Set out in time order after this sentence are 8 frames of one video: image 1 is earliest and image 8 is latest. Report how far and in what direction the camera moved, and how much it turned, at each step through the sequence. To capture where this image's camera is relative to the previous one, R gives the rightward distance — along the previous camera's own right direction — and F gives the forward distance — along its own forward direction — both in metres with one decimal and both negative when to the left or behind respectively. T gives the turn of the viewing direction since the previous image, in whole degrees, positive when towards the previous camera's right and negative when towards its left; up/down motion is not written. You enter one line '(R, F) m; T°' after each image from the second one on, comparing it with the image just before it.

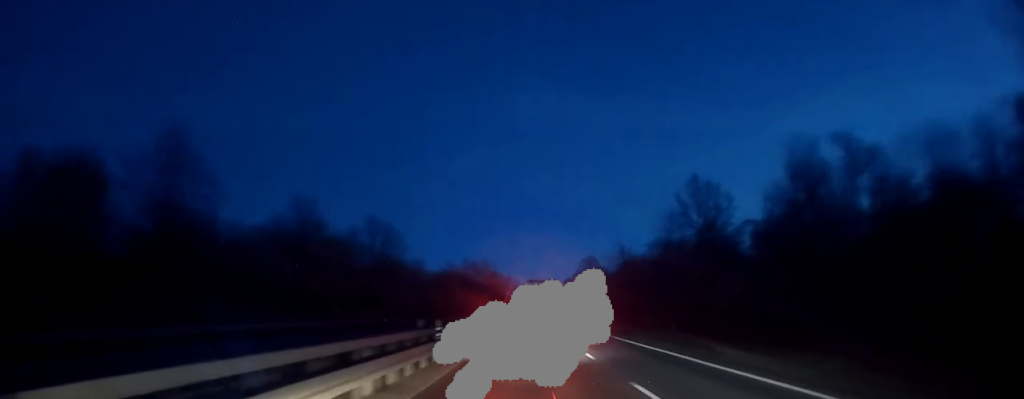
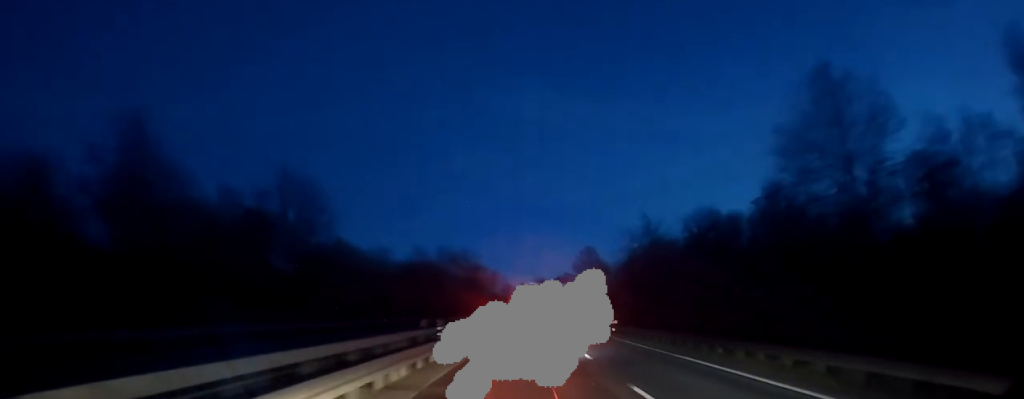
(+0.6, +23.8) m; +2°
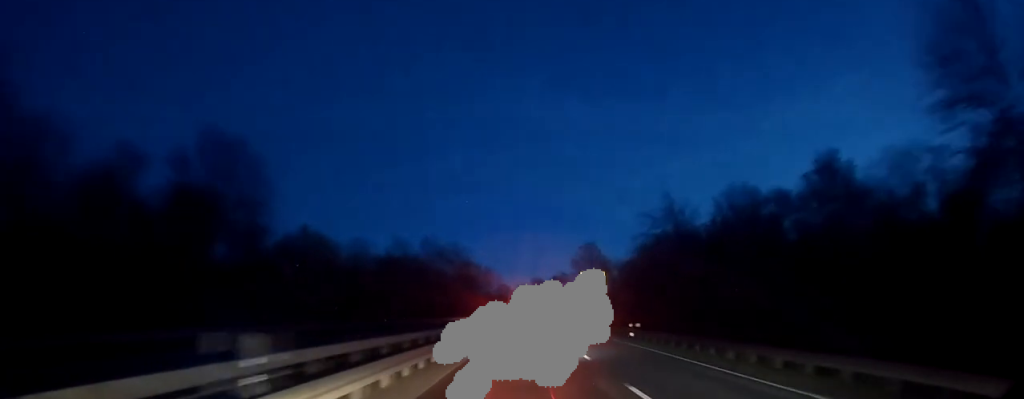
(+0.1, +11.2) m; 0°
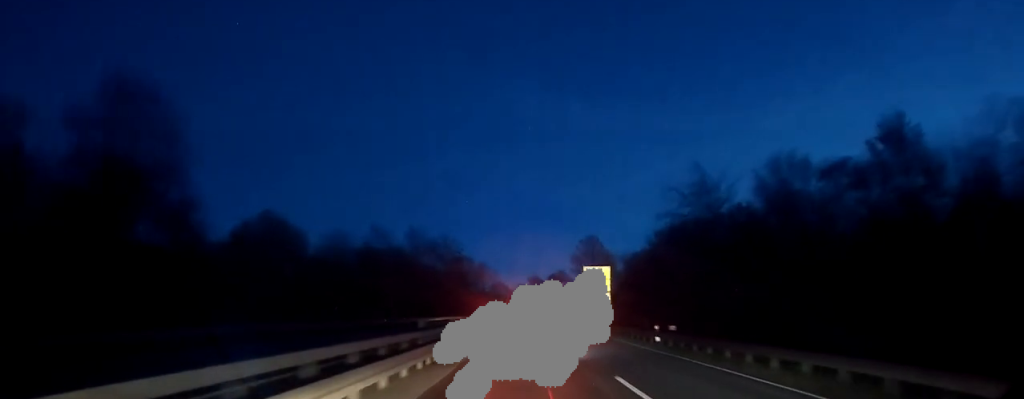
(-0.2, +9.9) m; 0°
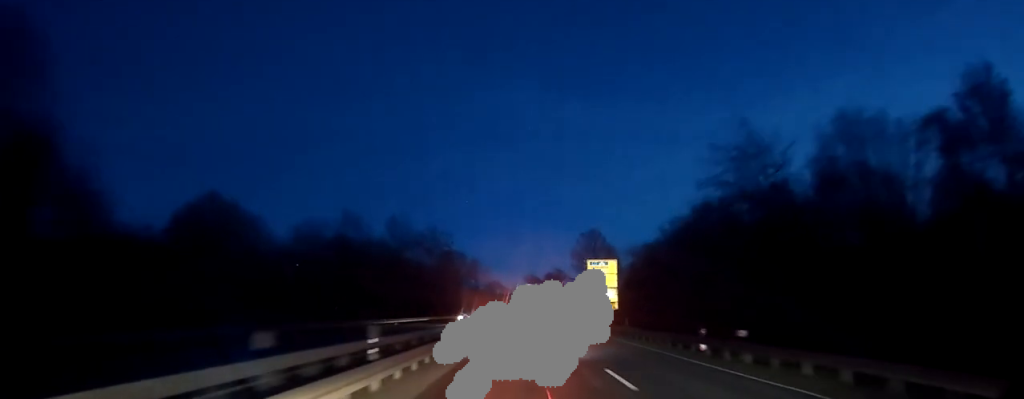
(0.0, +9.8) m; 0°
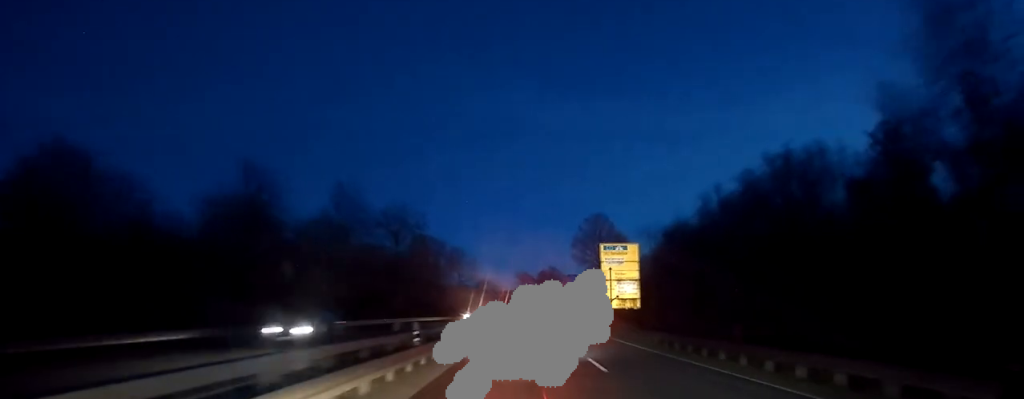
(+0.2, +18.6) m; +2°
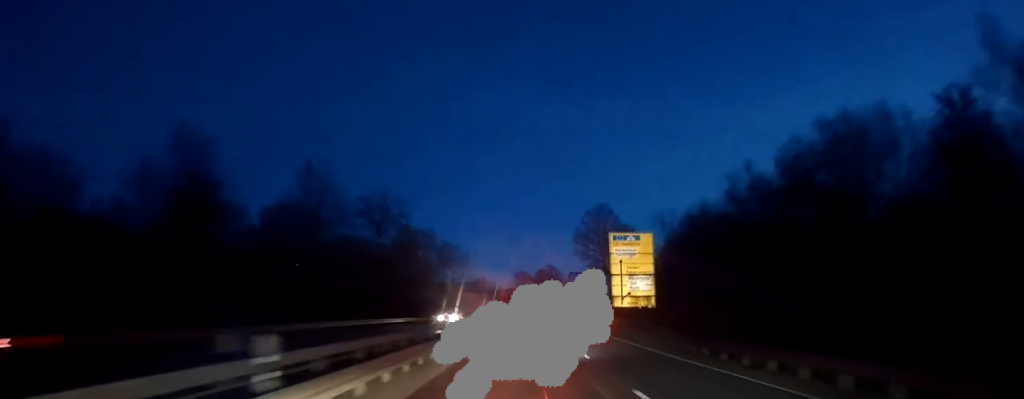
(0.0, +8.1) m; +1°
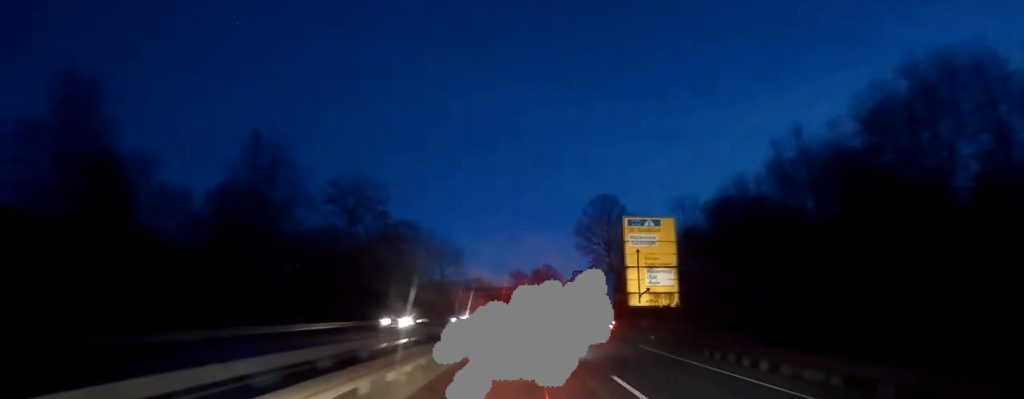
(+0.1, +9.1) m; 0°
